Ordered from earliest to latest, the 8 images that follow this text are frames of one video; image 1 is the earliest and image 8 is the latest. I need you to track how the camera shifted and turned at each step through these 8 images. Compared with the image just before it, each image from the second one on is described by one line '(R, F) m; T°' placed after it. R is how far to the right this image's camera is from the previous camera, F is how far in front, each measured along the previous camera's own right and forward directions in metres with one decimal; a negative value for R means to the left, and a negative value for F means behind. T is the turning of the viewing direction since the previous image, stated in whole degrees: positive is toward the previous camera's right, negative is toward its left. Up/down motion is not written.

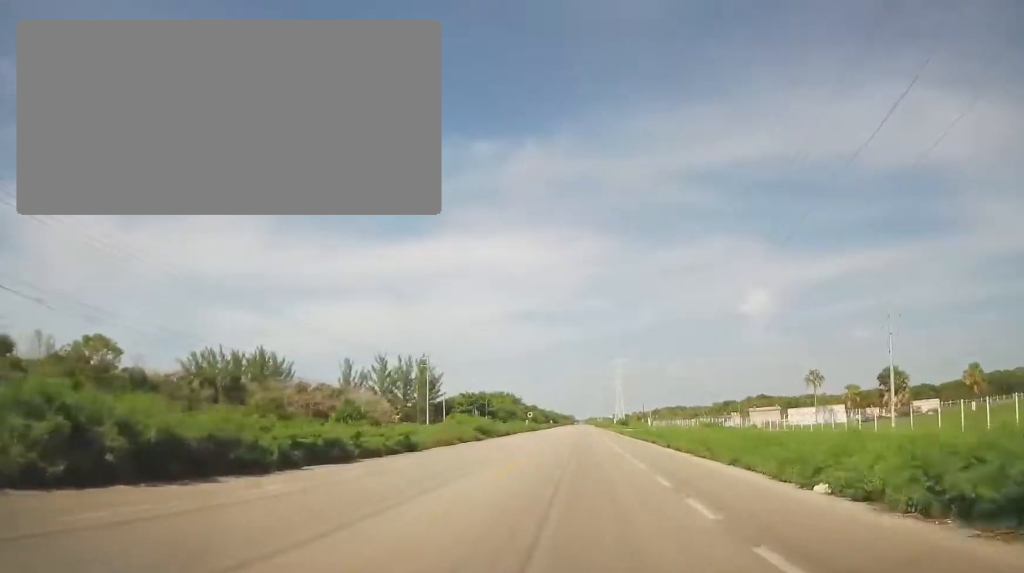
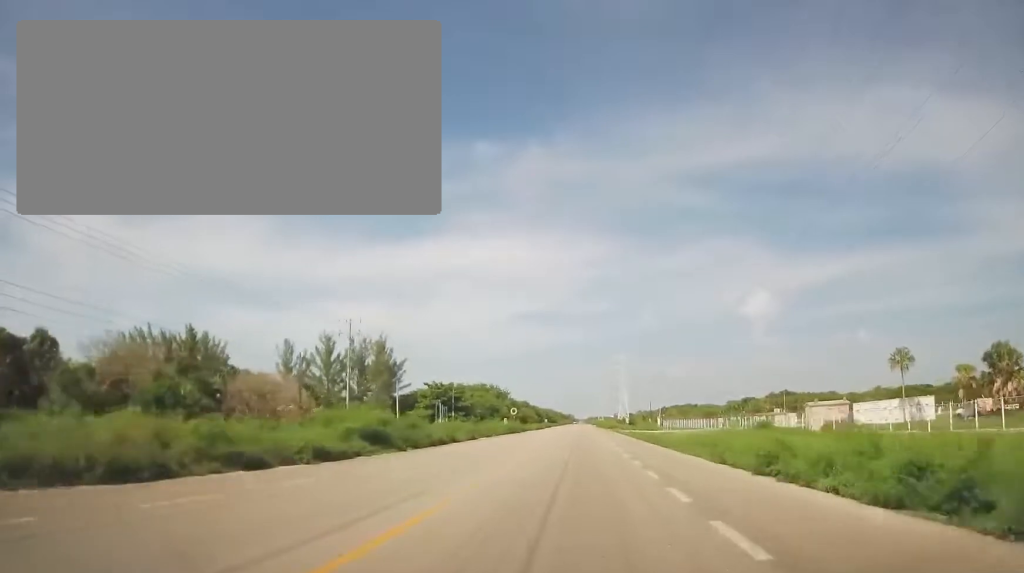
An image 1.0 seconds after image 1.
(-0.2, +27.5) m; -1°
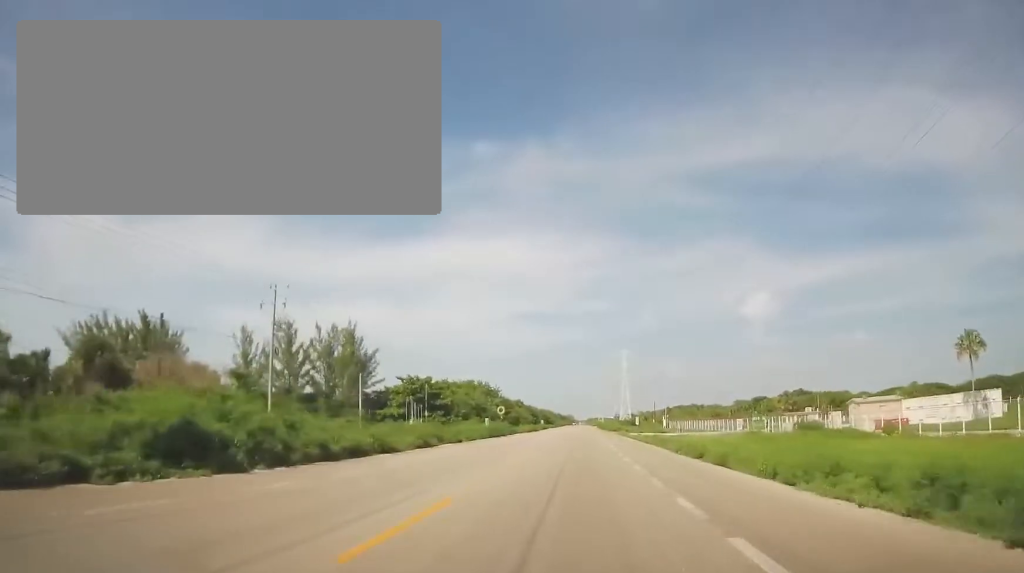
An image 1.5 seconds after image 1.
(-0.1, +13.7) m; 0°
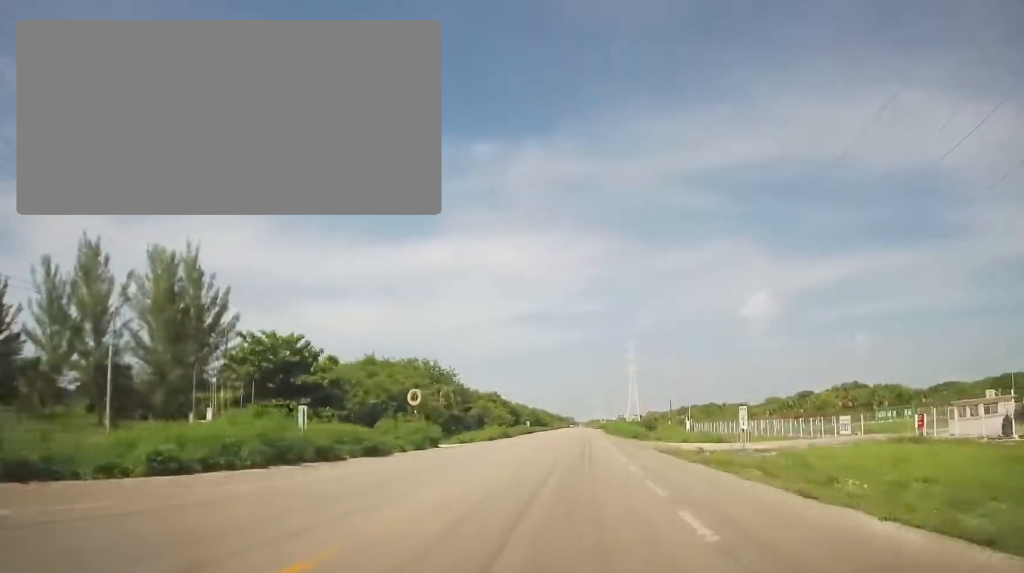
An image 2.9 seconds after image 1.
(0.0, +39.2) m; 0°
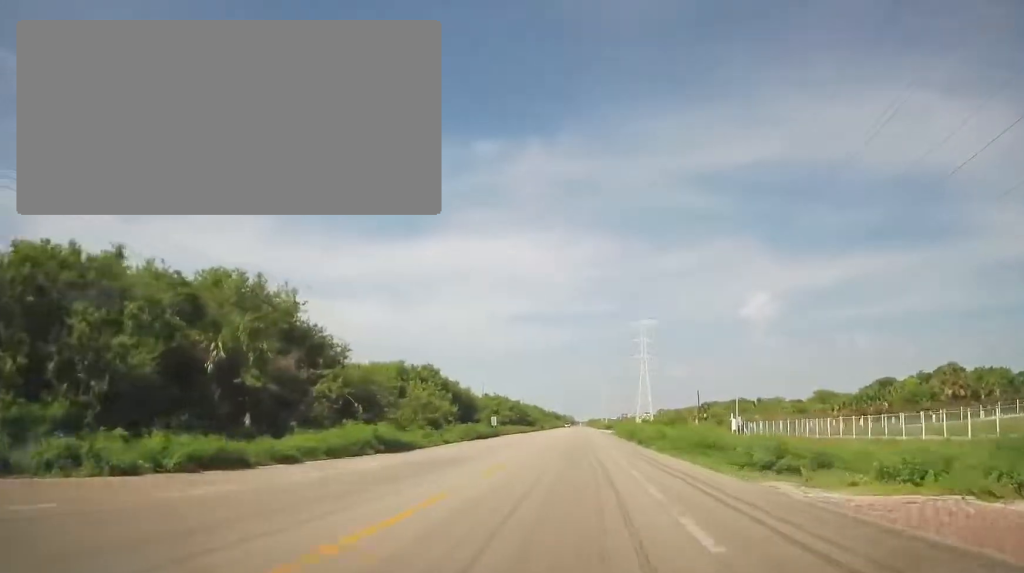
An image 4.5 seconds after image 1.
(-0.4, +42.2) m; 0°
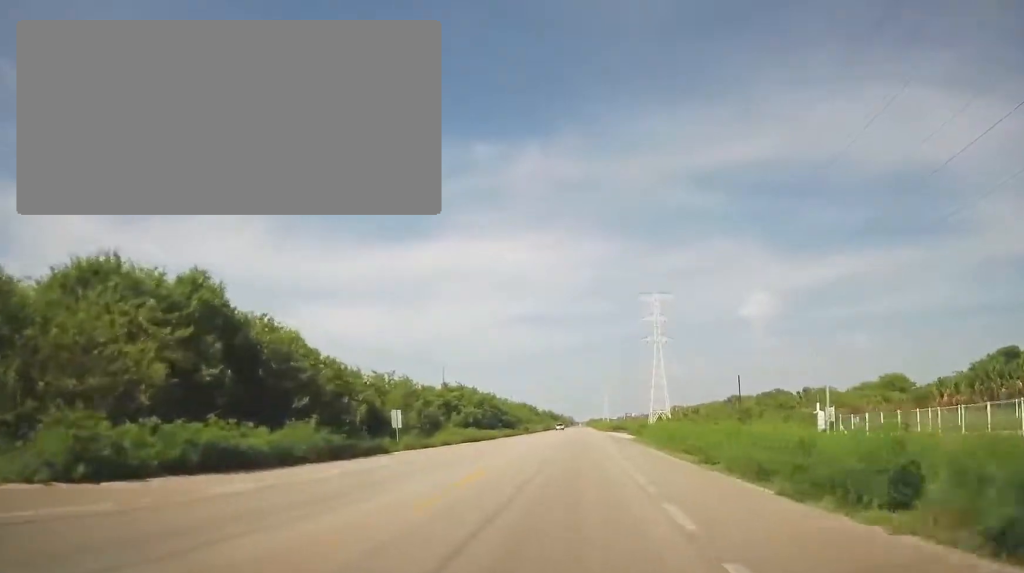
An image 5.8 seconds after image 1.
(+0.8, +36.3) m; +1°
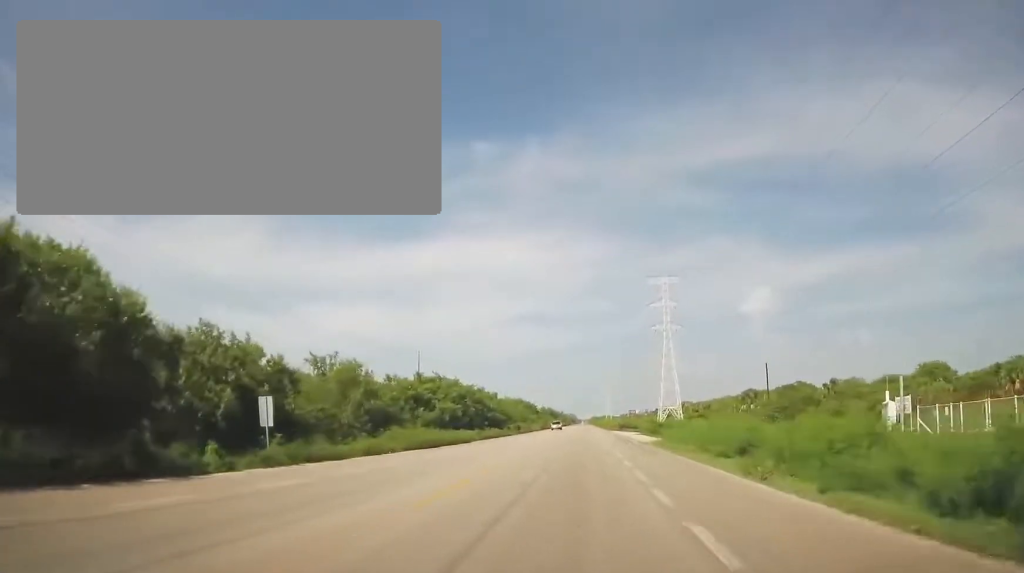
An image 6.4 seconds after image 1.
(+0.1, +14.6) m; 0°
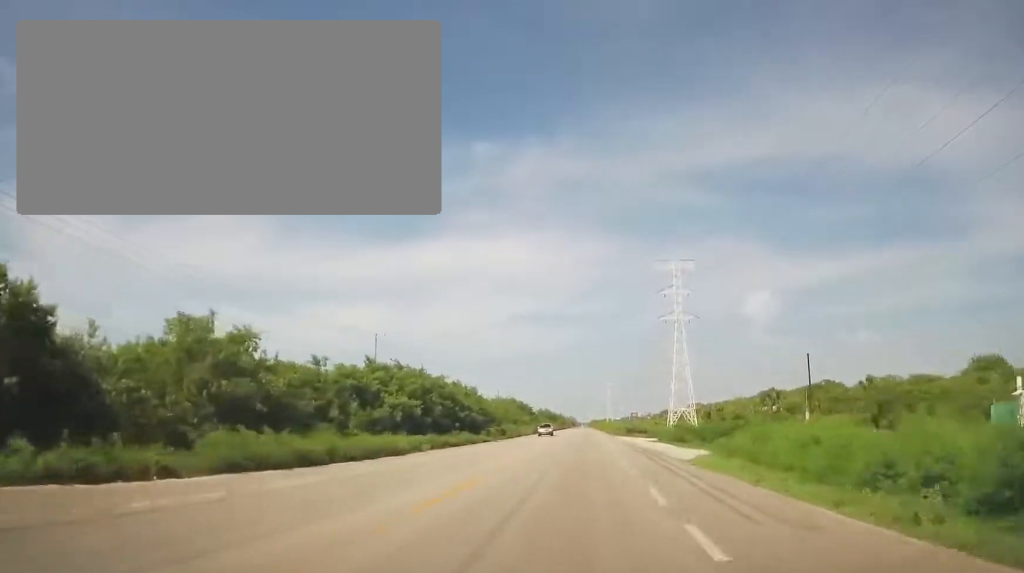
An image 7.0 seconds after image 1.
(-0.3, +16.3) m; -1°
